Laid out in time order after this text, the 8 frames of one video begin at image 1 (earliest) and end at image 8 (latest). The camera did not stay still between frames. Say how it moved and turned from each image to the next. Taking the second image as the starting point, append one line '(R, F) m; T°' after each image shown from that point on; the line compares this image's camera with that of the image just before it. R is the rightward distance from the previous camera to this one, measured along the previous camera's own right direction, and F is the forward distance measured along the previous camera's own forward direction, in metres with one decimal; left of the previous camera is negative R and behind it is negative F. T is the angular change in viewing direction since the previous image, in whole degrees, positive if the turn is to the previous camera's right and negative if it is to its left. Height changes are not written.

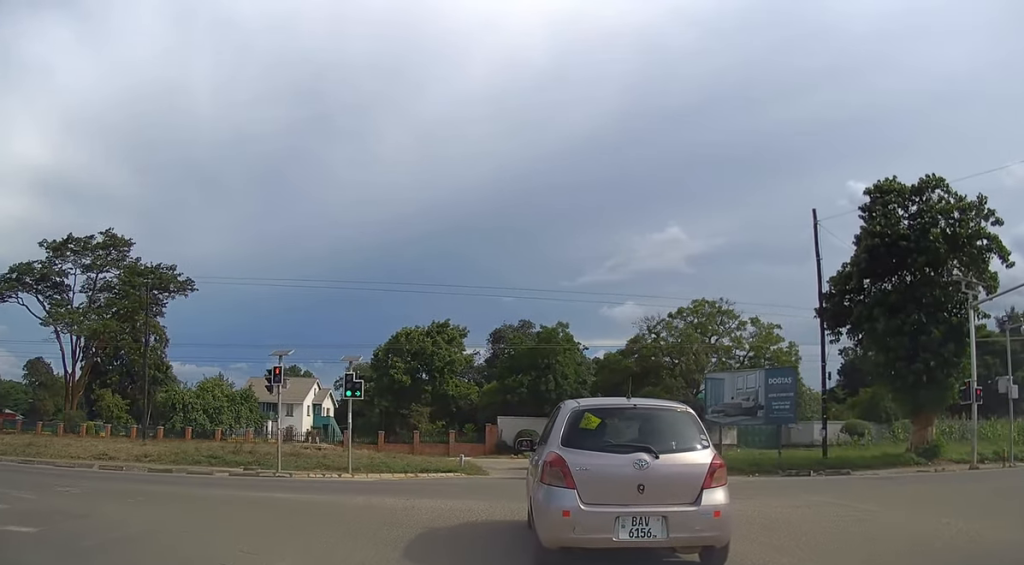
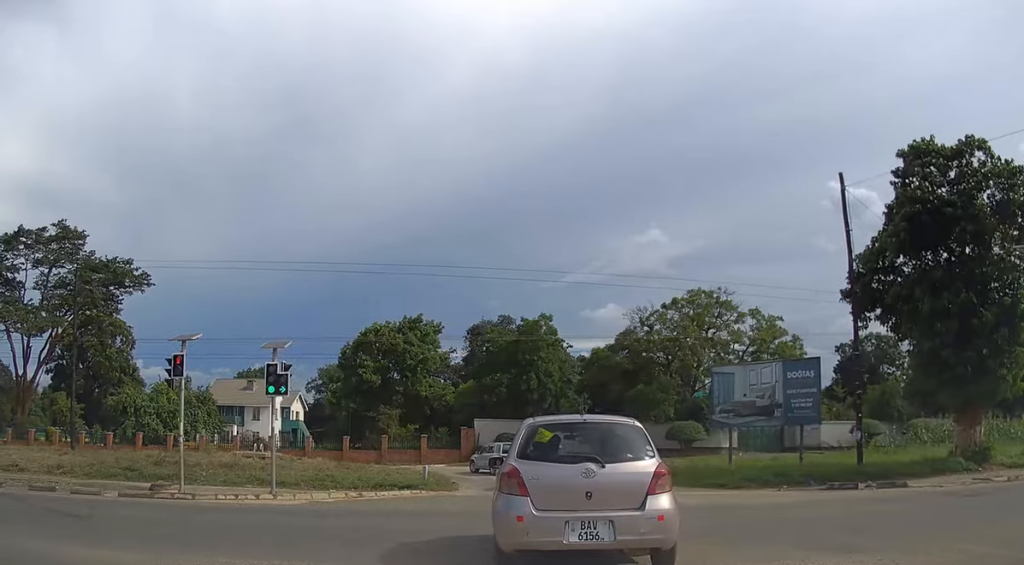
(+0.1, +5.9) m; +1°
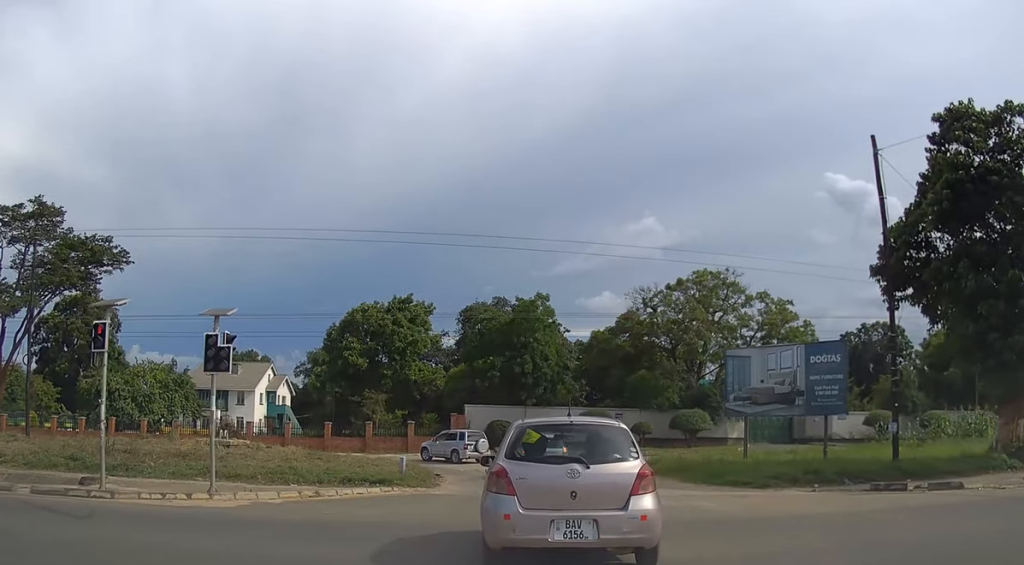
(-0.1, +3.5) m; 0°
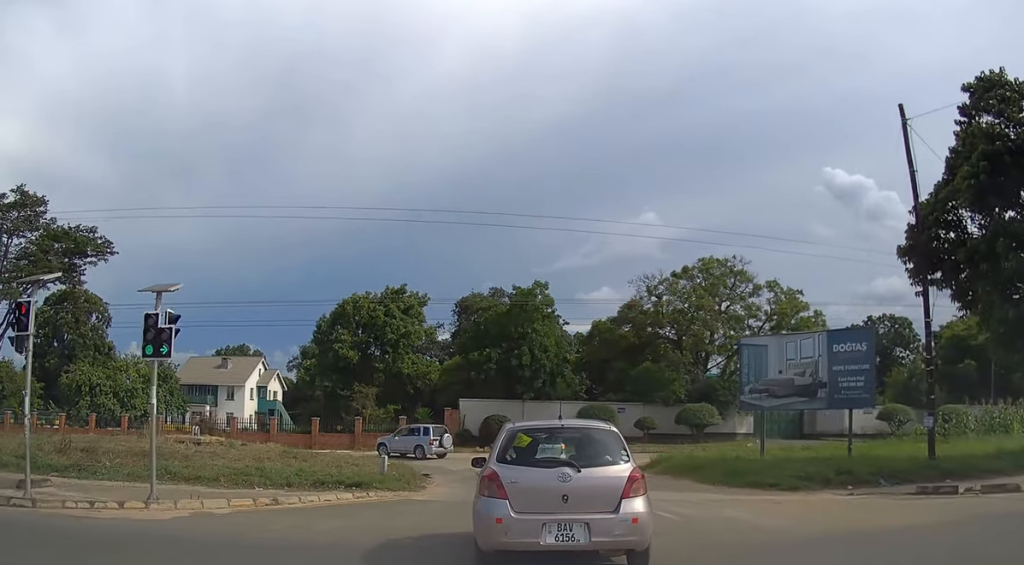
(+0.1, +2.6) m; -1°
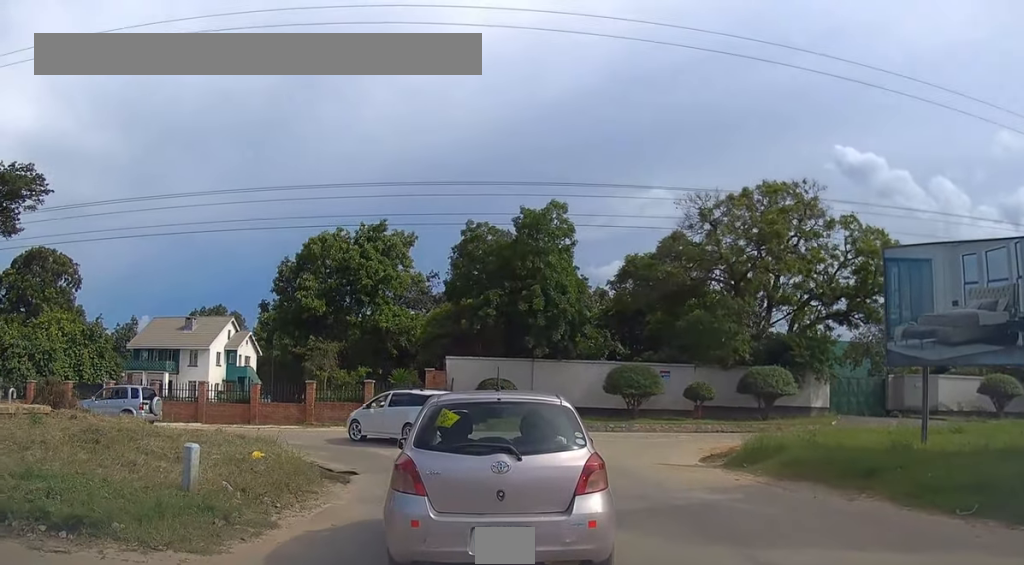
(-0.3, +12.0) m; +1°
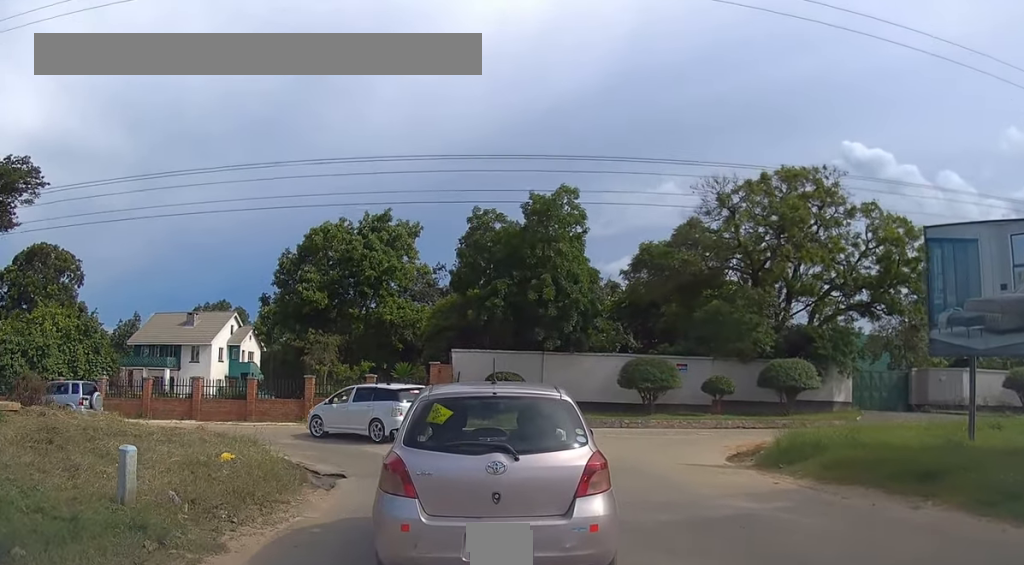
(+0.1, +1.8) m; +1°
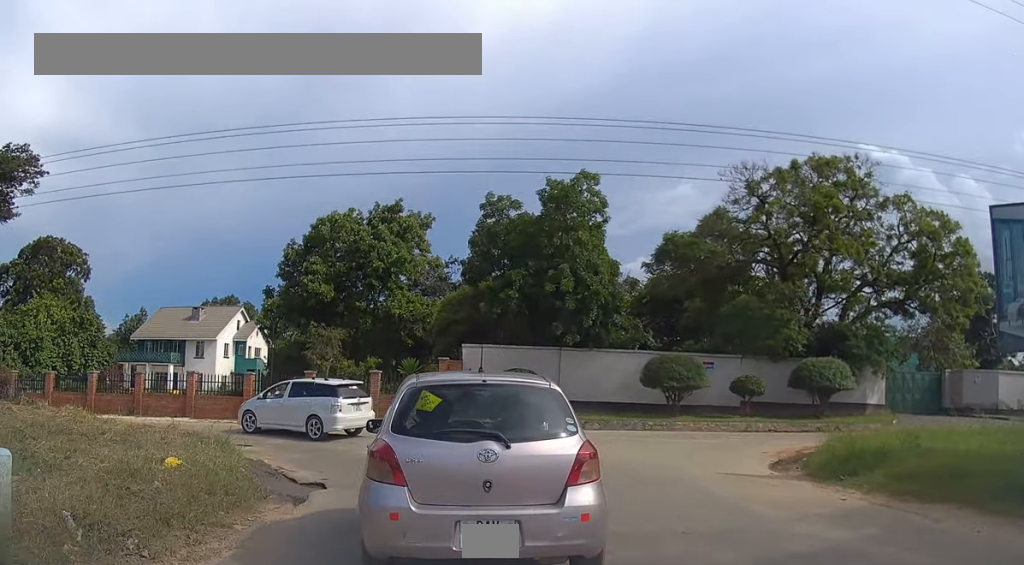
(0.0, +2.6) m; -1°
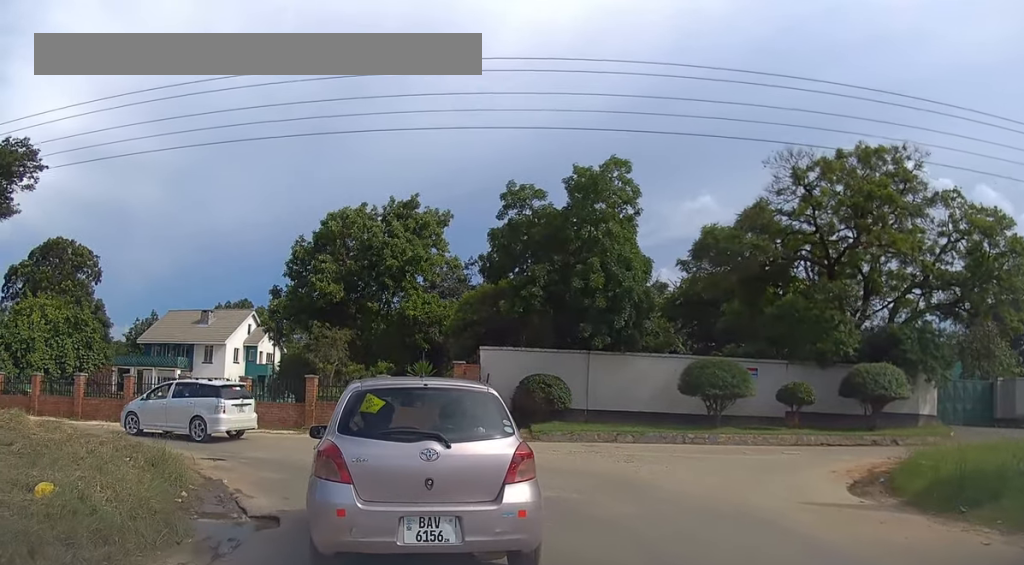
(-0.1, +3.1) m; -5°
